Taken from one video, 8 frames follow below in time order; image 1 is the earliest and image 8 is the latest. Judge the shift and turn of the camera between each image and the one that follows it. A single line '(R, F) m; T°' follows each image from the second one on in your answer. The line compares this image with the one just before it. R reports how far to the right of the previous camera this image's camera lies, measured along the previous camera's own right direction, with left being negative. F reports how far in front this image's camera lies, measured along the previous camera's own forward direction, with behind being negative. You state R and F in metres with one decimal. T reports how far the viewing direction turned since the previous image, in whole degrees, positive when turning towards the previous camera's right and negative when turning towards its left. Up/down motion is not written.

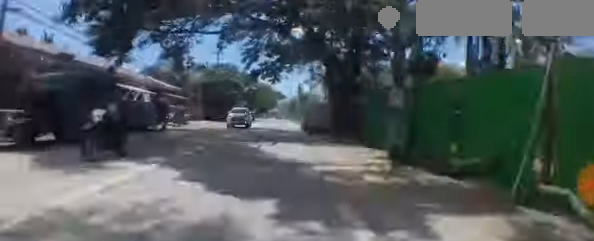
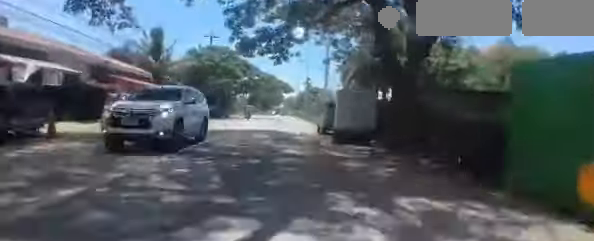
(-0.1, +13.1) m; -1°
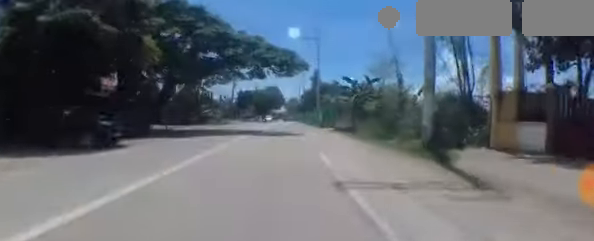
(-0.2, +35.9) m; 0°
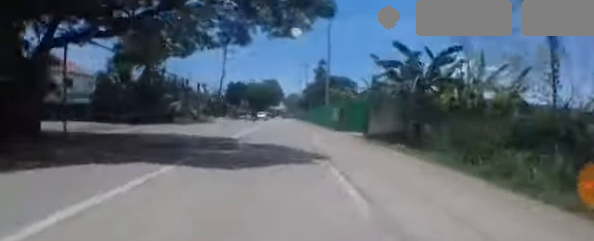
(+0.2, +18.8) m; 0°
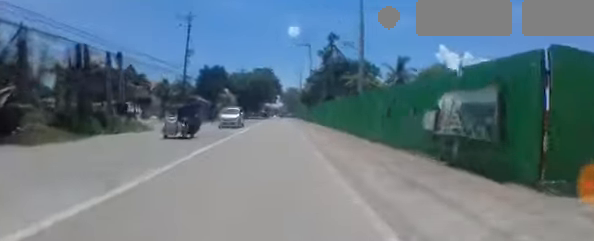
(0.0, +35.3) m; 0°
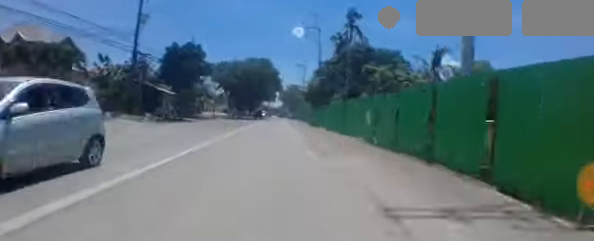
(0.0, +22.2) m; 0°
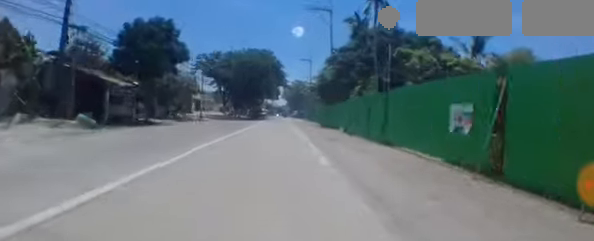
(0.0, +14.2) m; 0°
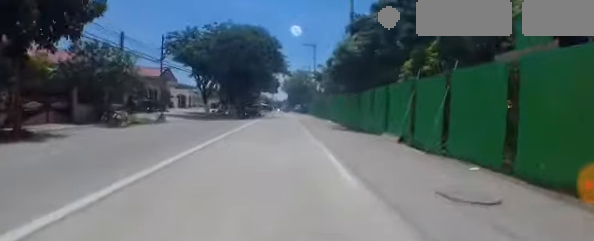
(0.0, +20.3) m; 0°
